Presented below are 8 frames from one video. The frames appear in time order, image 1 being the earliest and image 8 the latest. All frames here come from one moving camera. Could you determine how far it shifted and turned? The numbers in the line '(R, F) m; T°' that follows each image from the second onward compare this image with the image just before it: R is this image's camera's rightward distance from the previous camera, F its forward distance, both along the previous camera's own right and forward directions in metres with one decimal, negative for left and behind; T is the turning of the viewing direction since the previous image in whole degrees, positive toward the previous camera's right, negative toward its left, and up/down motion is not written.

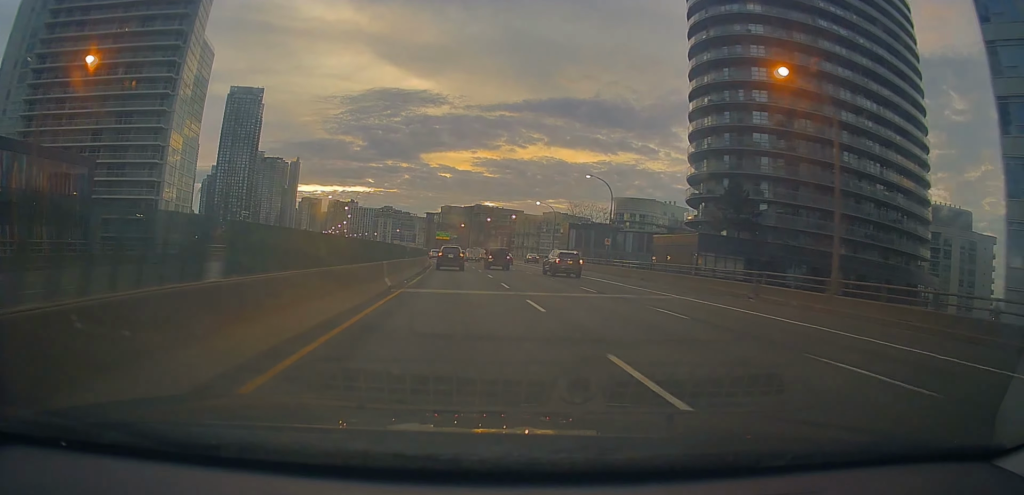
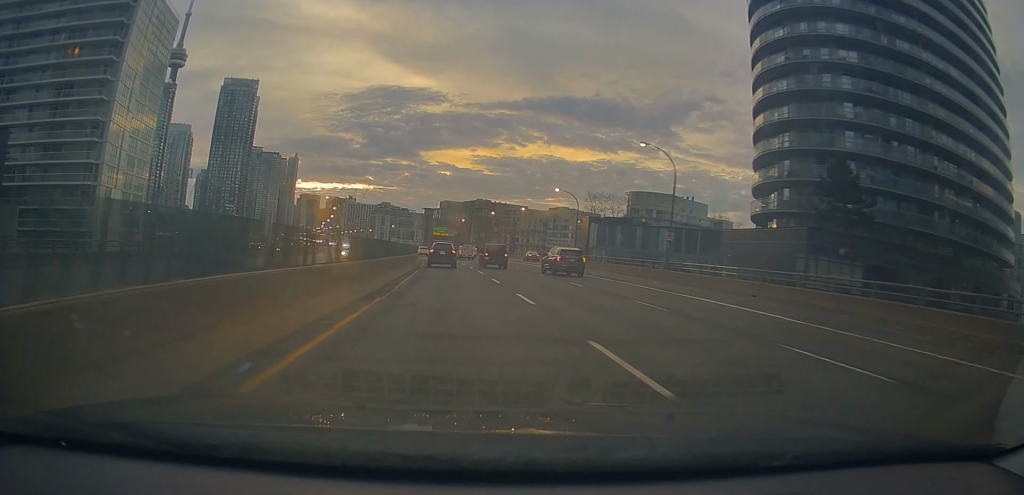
(-0.3, +17.1) m; 0°
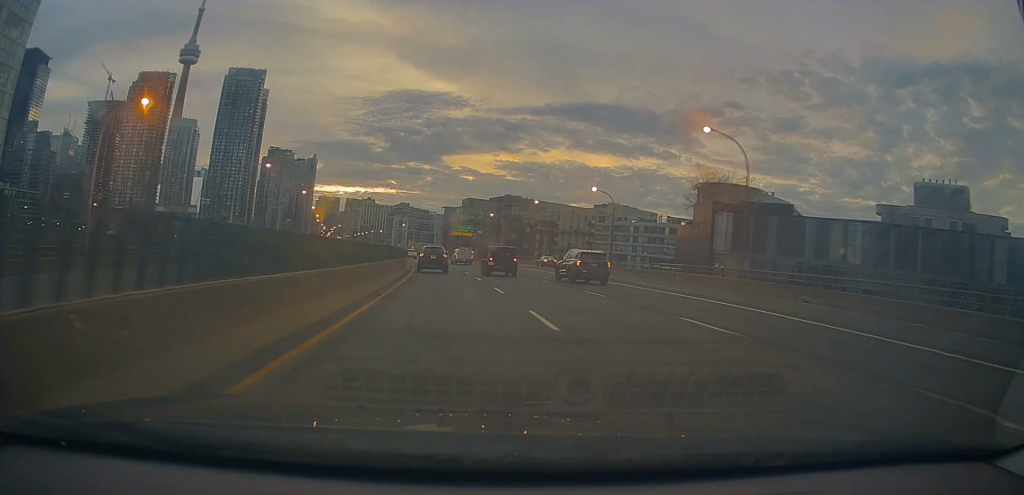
(+0.1, +40.7) m; -2°
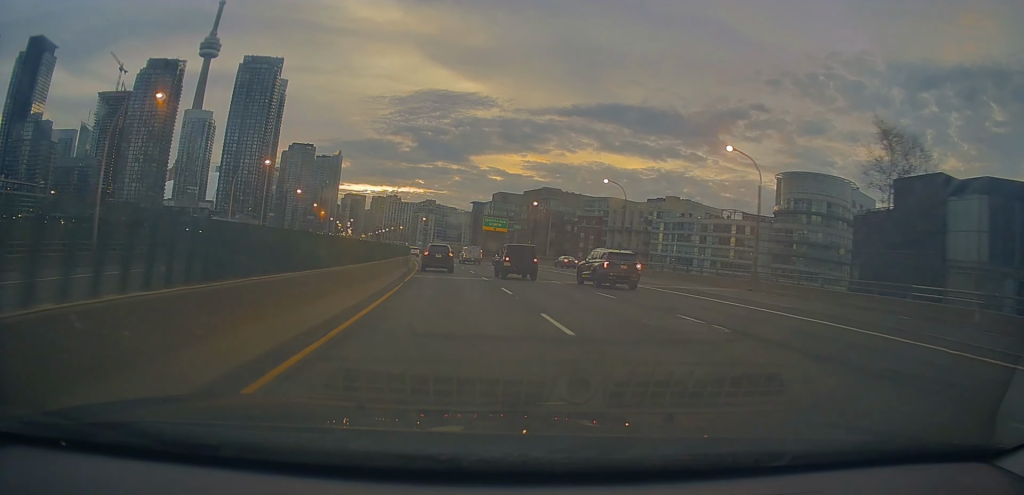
(-1.0, +27.7) m; -3°
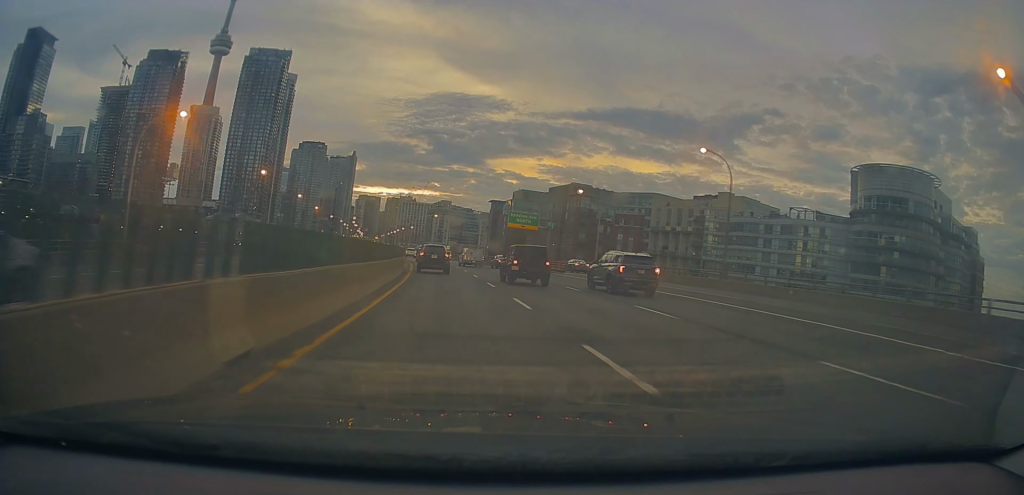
(0.0, +22.4) m; -2°
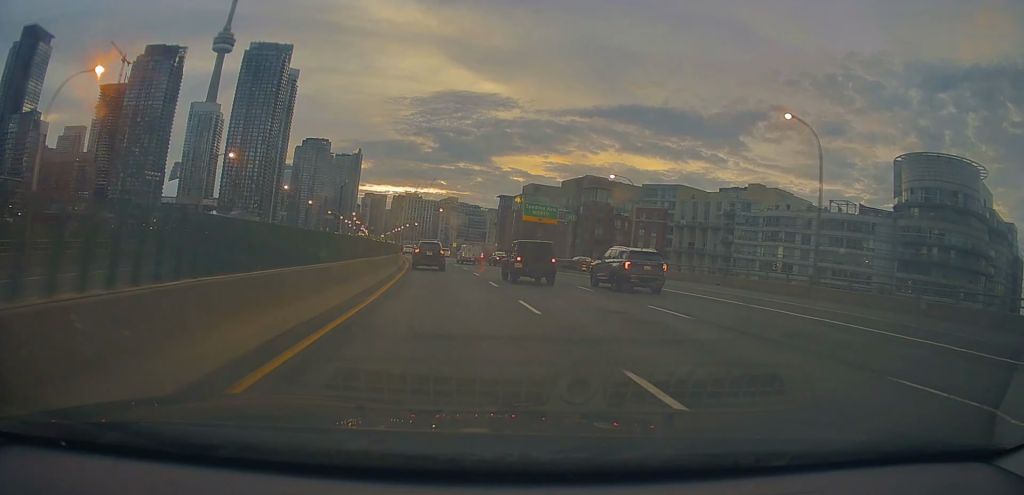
(-0.4, +11.2) m; -1°
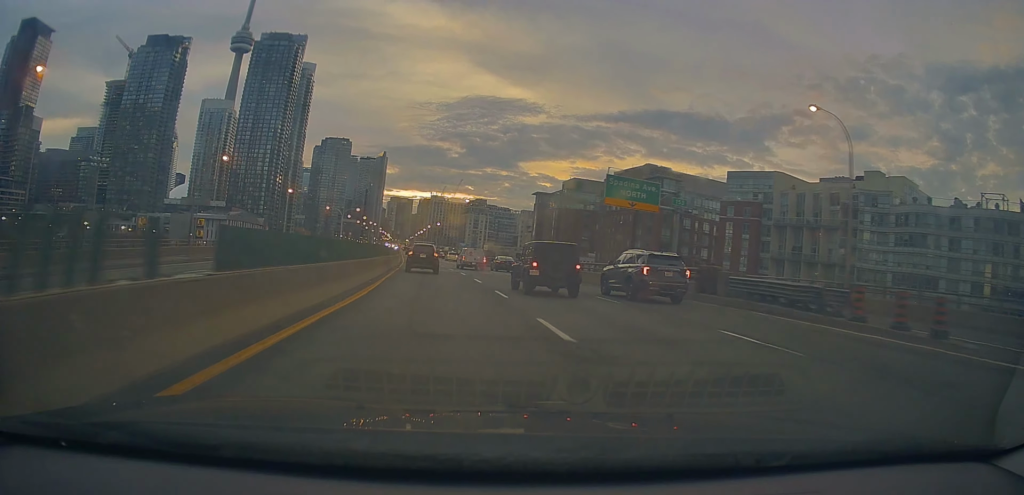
(-0.6, +30.9) m; -2°
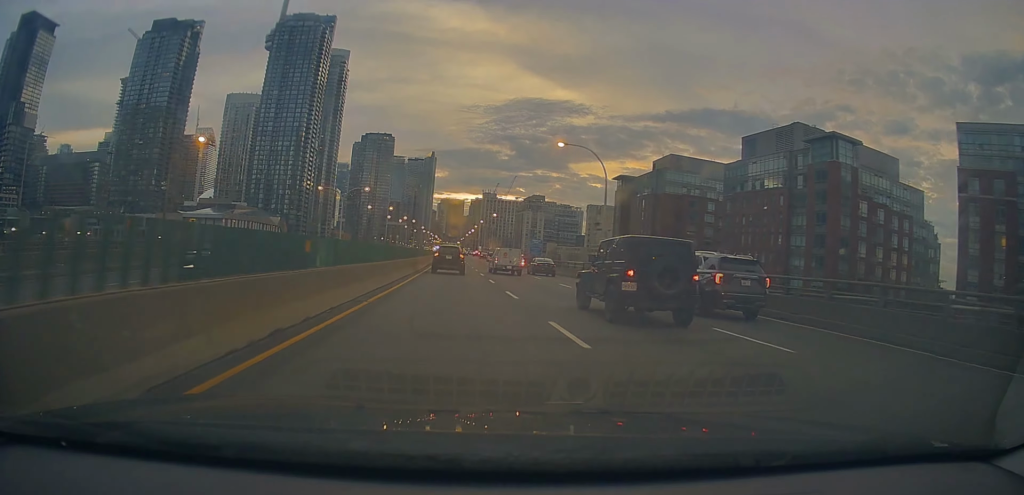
(-1.6, +45.2) m; -5°
